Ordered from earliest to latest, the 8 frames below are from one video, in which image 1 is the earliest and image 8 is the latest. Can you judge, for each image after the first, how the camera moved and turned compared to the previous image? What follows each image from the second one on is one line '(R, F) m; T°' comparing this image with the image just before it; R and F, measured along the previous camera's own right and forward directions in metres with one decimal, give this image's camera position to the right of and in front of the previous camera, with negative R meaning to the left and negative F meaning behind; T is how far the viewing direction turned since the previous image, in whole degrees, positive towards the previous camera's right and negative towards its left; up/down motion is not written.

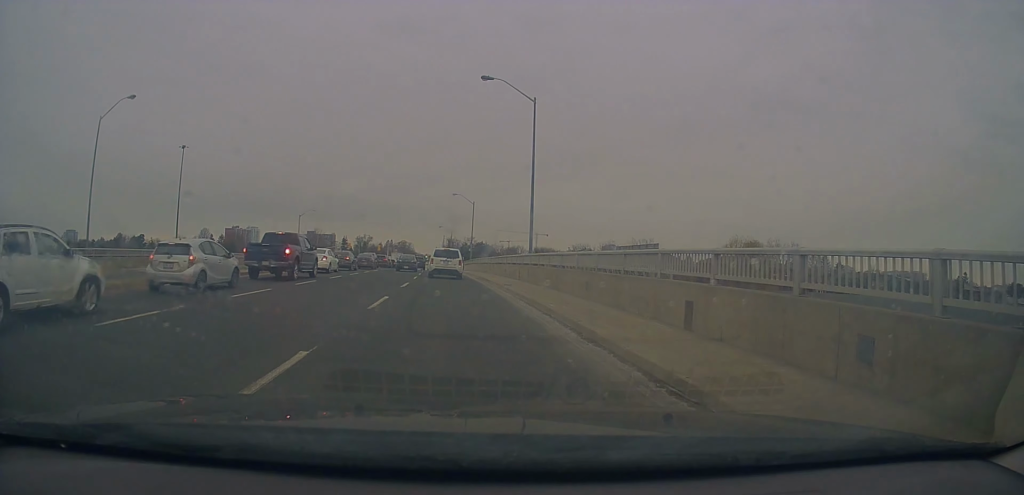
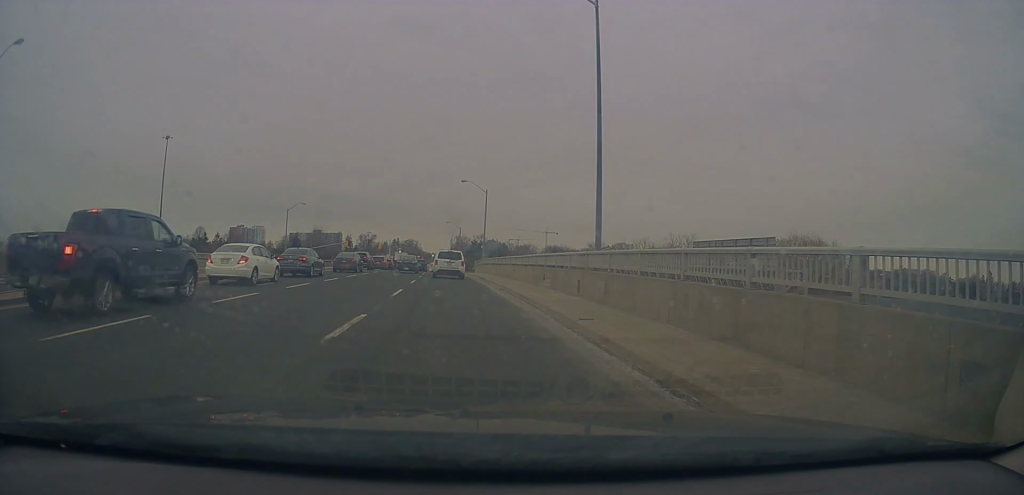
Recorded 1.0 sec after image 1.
(-0.1, +12.3) m; -1°
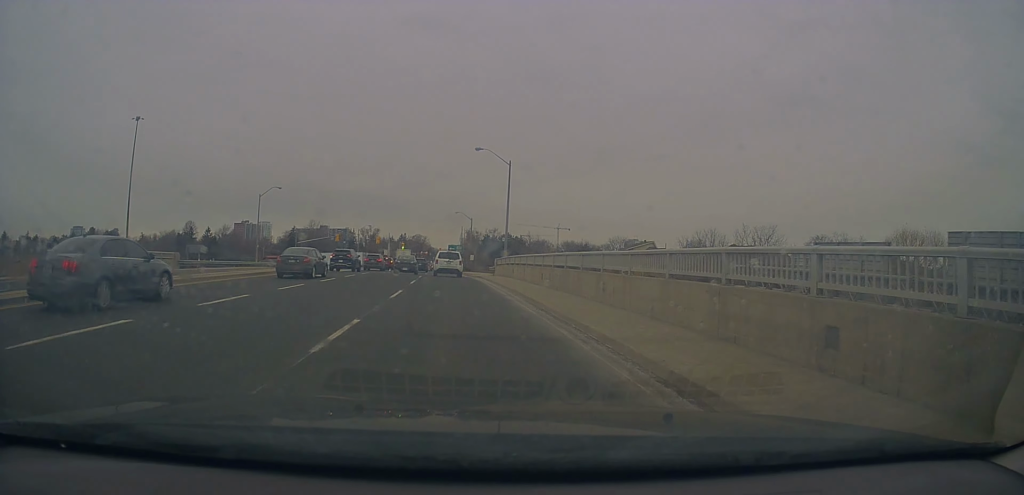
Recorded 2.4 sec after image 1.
(+0.1, +16.3) m; +2°
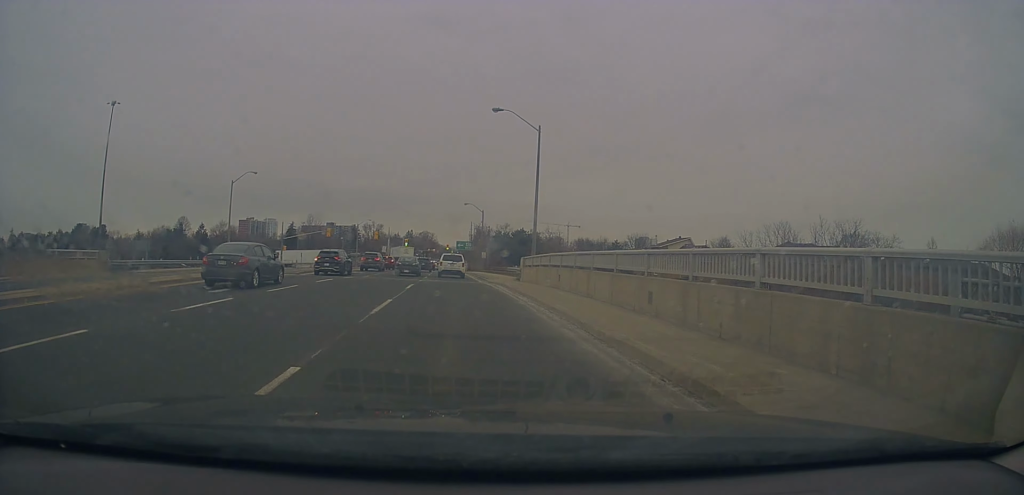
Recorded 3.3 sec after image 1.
(+0.1, +10.5) m; -1°
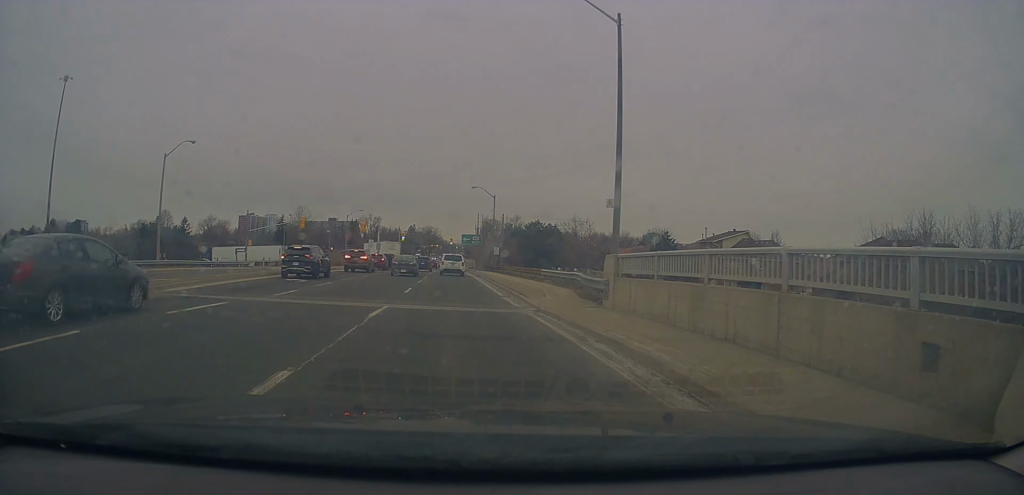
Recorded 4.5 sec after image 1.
(-0.5, +16.0) m; -3°
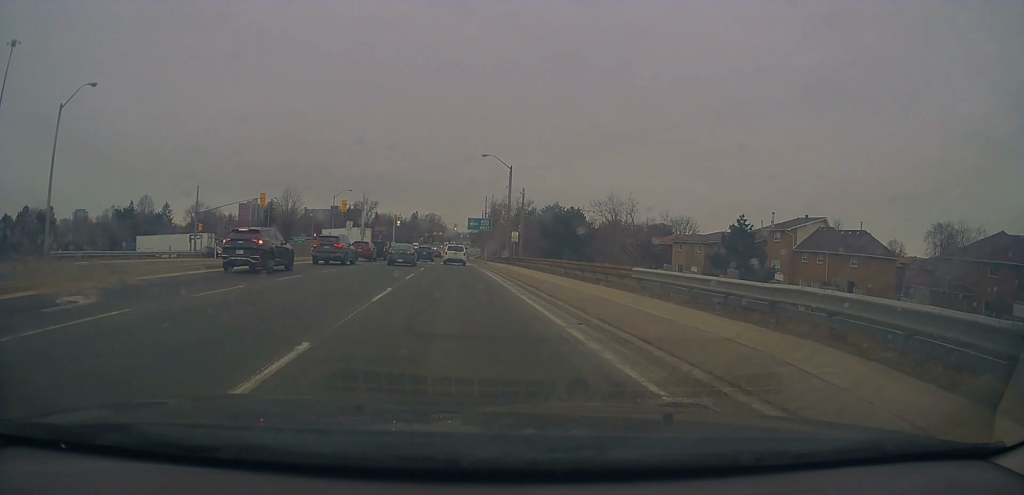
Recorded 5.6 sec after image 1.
(-0.3, +16.2) m; -1°
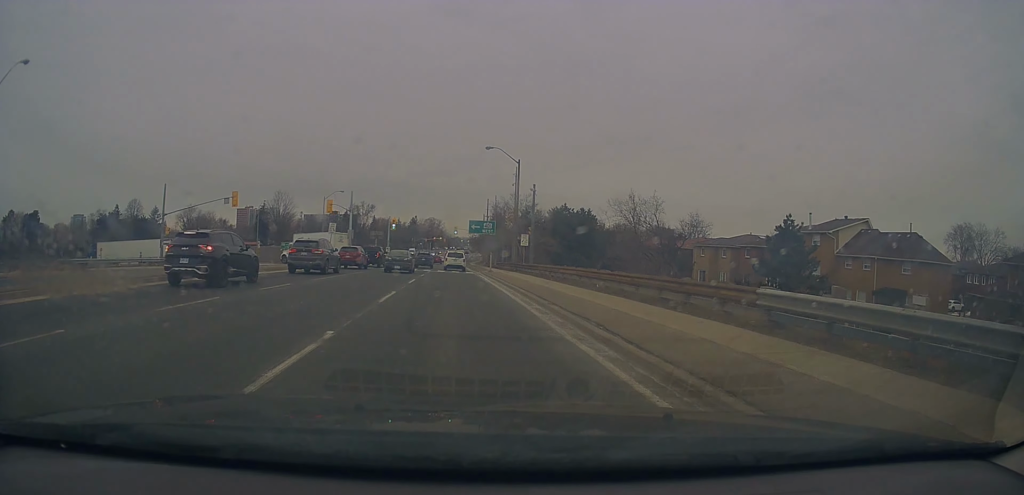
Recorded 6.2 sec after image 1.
(+0.1, +7.8) m; 0°
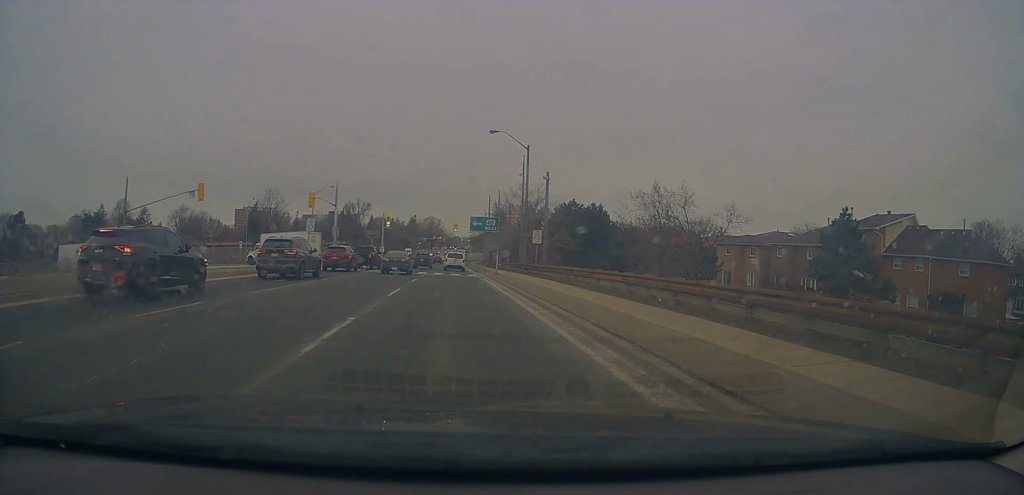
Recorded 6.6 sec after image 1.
(0.0, +7.0) m; 0°
